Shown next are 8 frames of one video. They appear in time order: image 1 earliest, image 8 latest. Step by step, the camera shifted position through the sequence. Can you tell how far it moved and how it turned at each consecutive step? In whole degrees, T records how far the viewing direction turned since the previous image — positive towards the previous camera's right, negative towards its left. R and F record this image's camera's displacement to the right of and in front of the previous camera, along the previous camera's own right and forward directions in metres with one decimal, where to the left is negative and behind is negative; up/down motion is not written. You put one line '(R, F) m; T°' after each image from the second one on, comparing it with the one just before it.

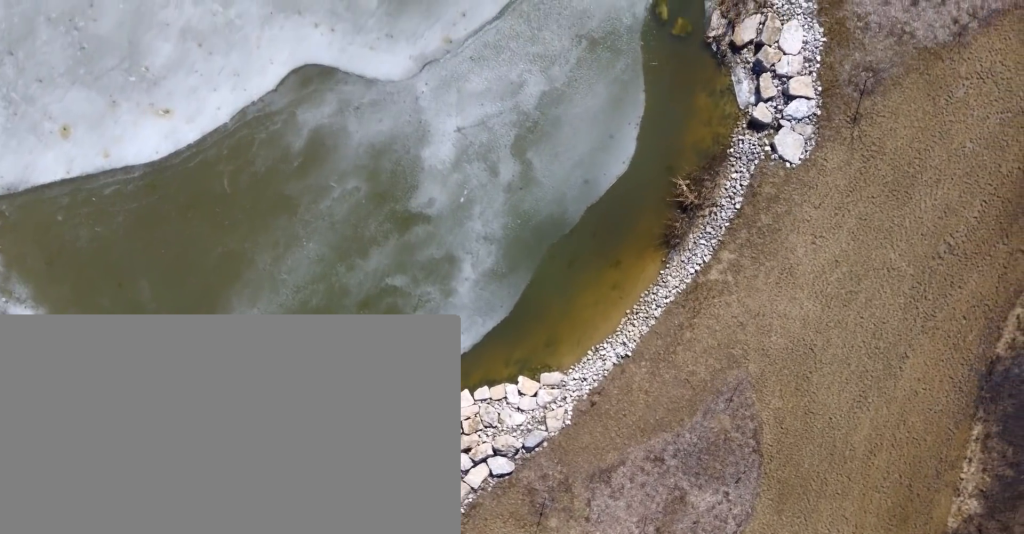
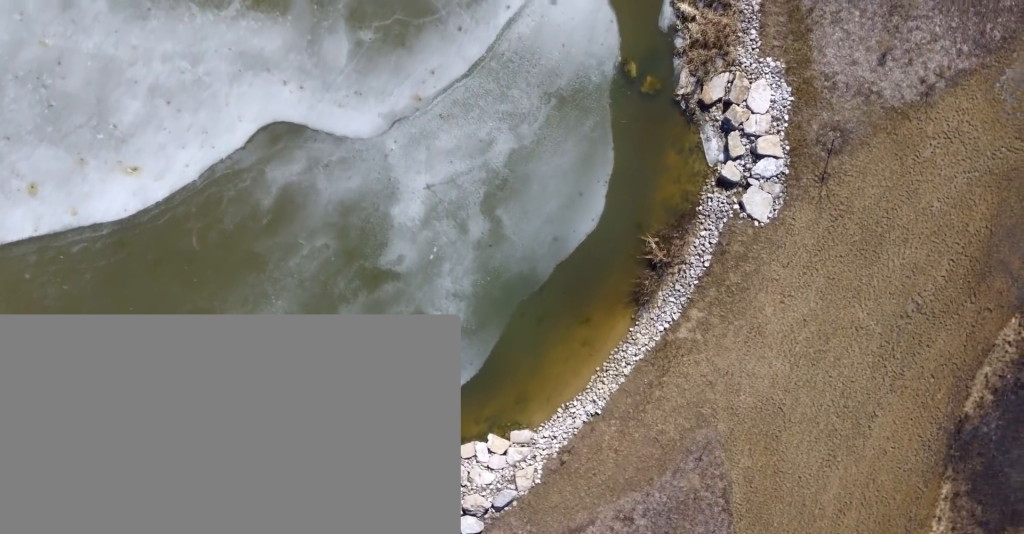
(+0.1, +2.9) m; +4°
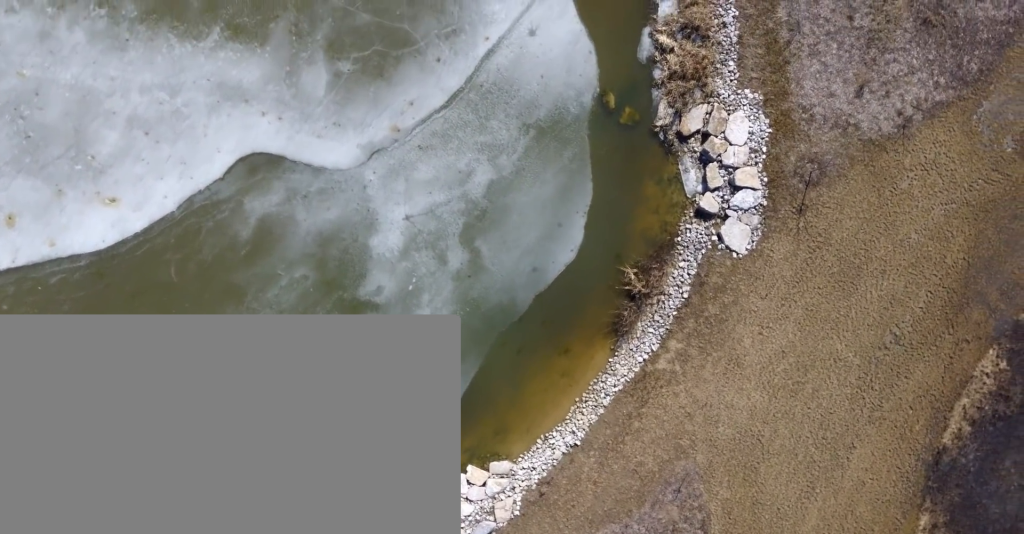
(0.0, +1.8) m; +2°
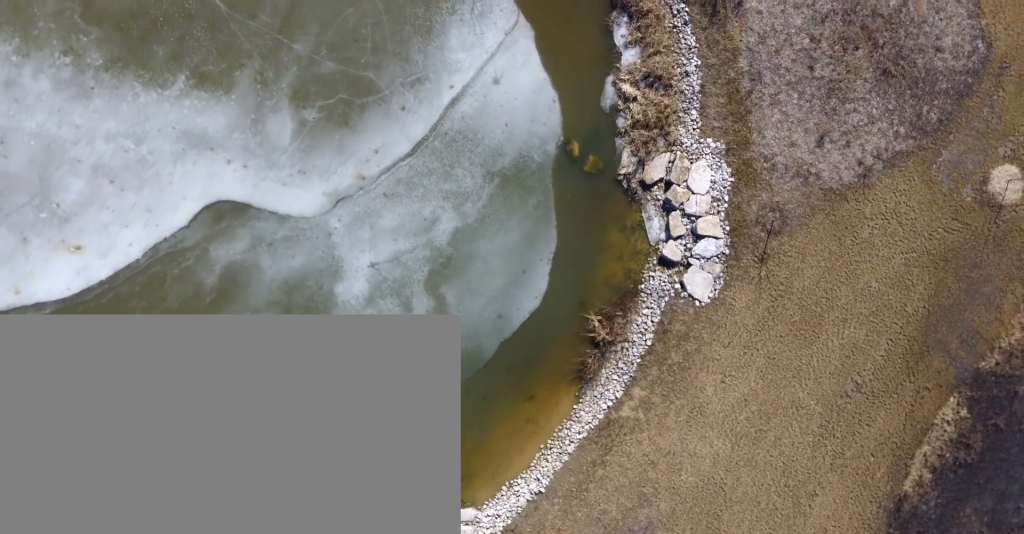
(+0.1, +2.9) m; +2°
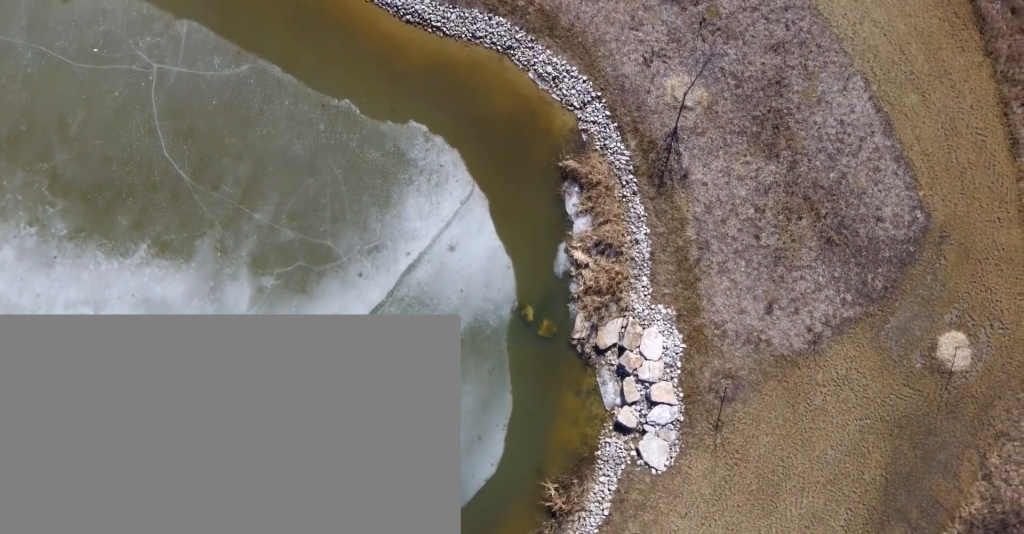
(-0.1, +3.7) m; -5°
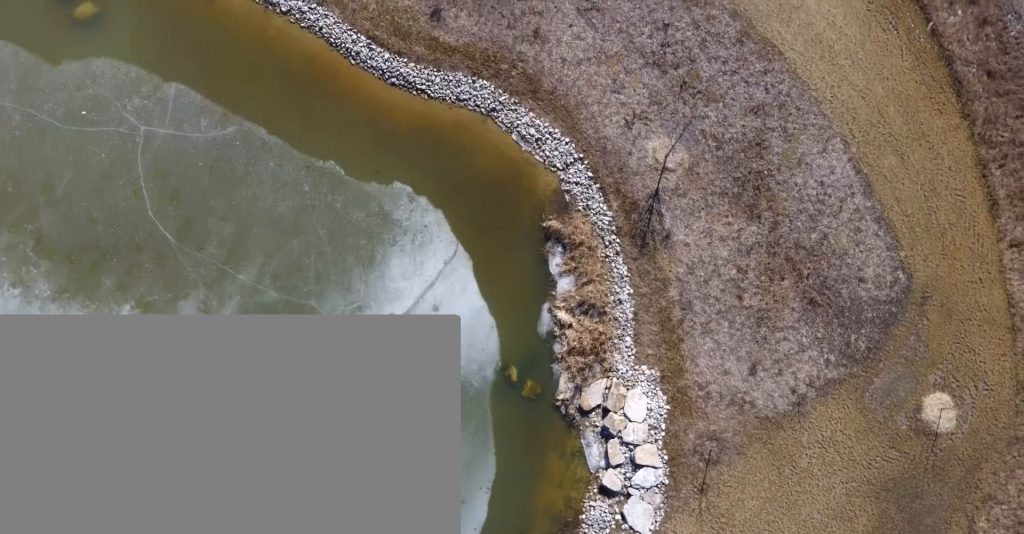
(0.0, +1.2) m; -1°
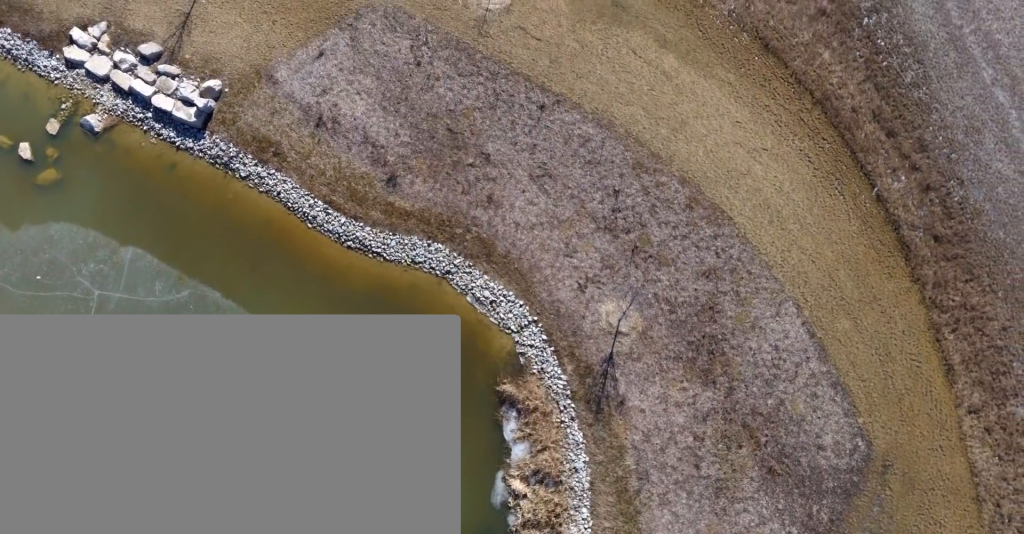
(0.0, +3.4) m; 0°
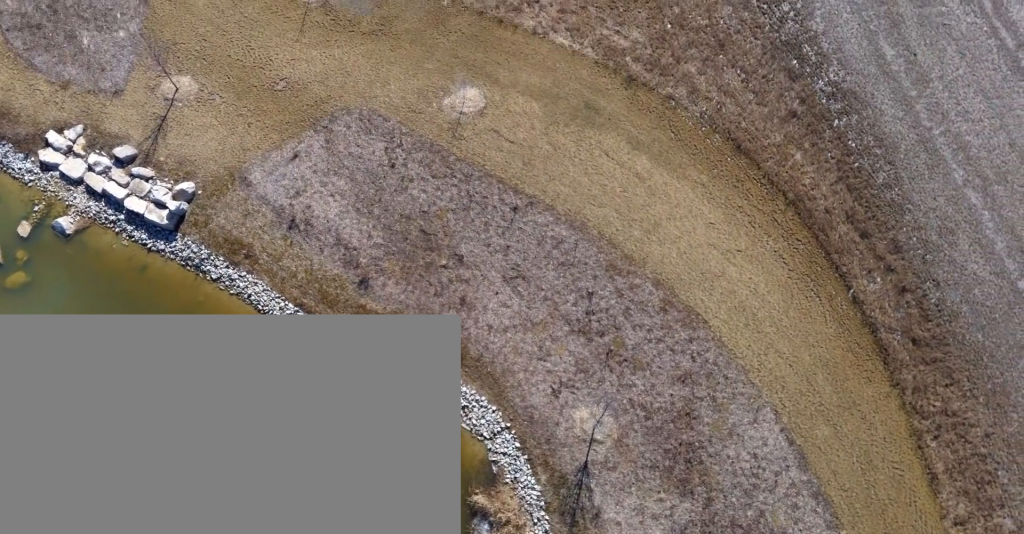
(0.0, +2.4) m; 0°
